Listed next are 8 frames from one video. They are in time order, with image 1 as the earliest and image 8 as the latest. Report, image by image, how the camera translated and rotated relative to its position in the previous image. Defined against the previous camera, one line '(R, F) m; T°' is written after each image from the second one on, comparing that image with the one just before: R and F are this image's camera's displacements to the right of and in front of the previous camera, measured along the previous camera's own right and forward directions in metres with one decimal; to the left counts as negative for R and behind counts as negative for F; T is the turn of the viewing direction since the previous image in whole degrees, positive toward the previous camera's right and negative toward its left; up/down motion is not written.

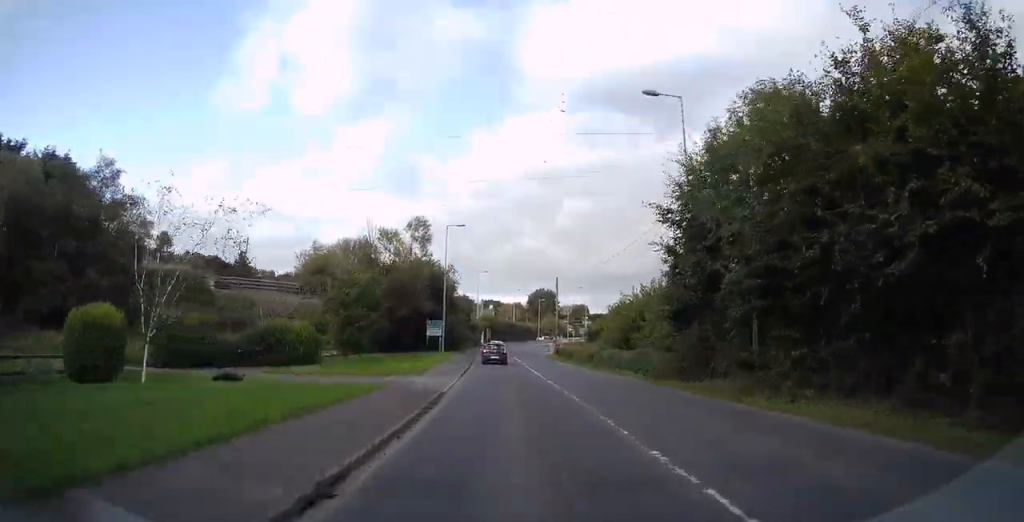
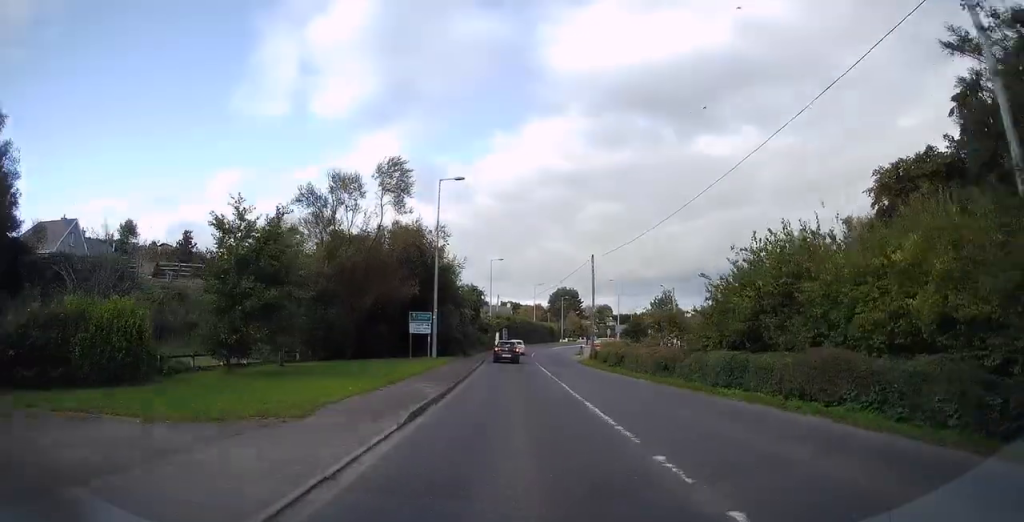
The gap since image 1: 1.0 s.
(-0.8, +16.2) m; -5°
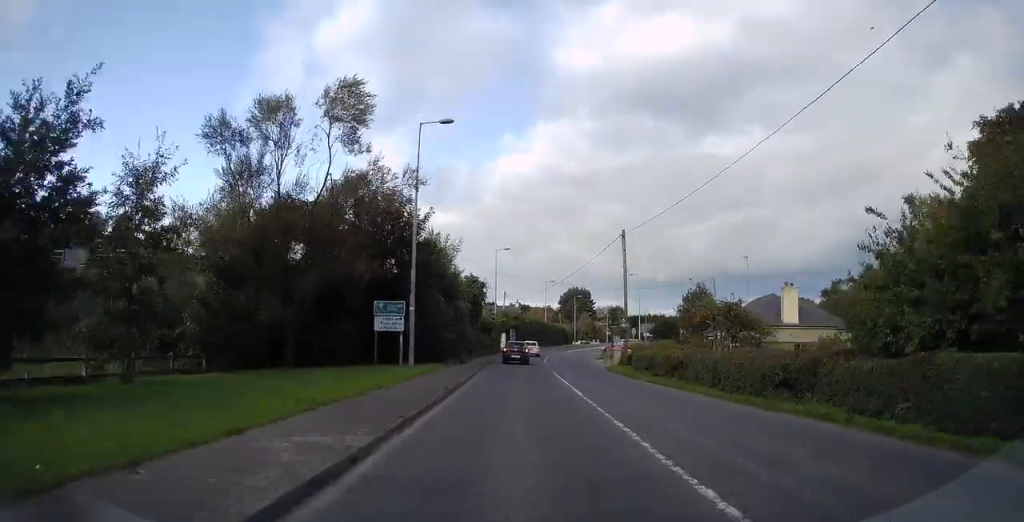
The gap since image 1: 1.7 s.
(-0.3, +11.2) m; -1°
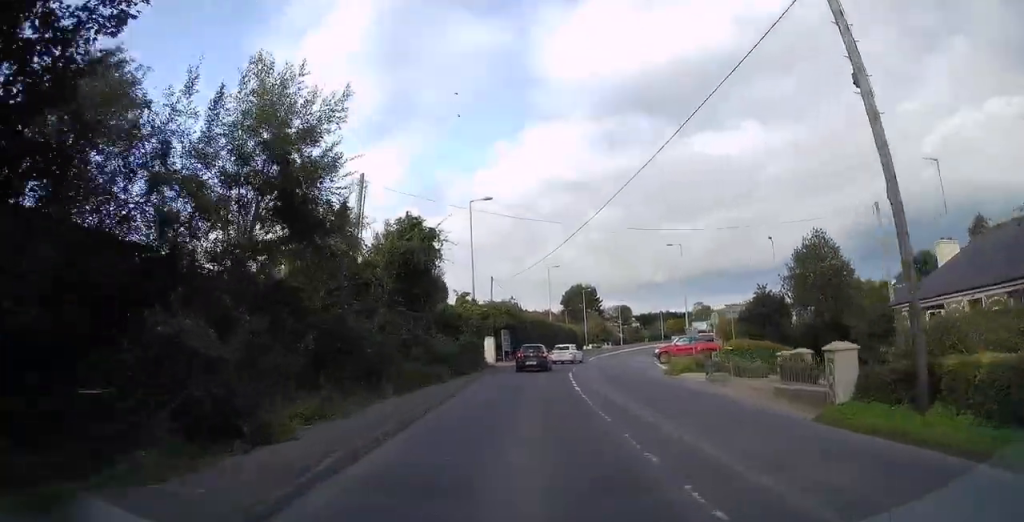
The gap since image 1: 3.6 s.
(-0.5, +28.5) m; -2°
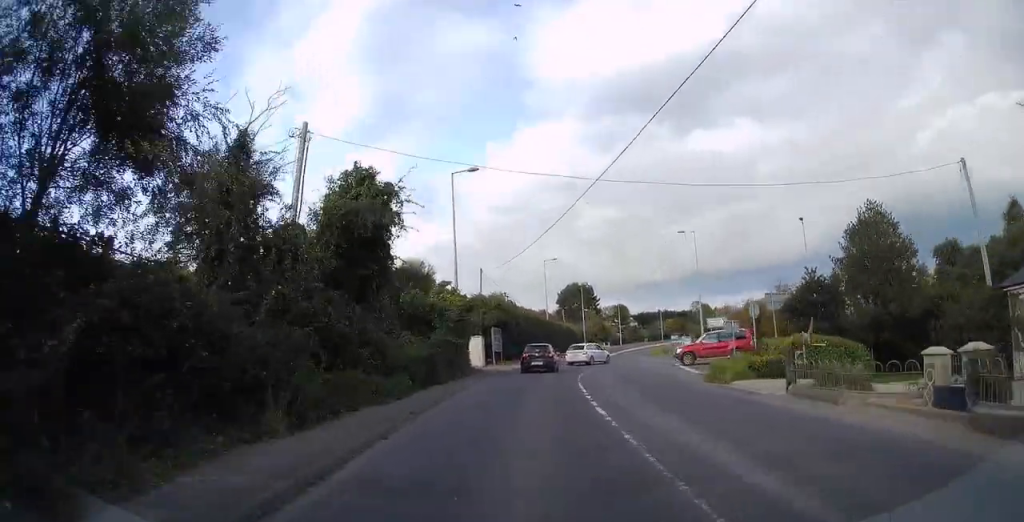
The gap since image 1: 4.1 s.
(-0.1, +7.4) m; 0°
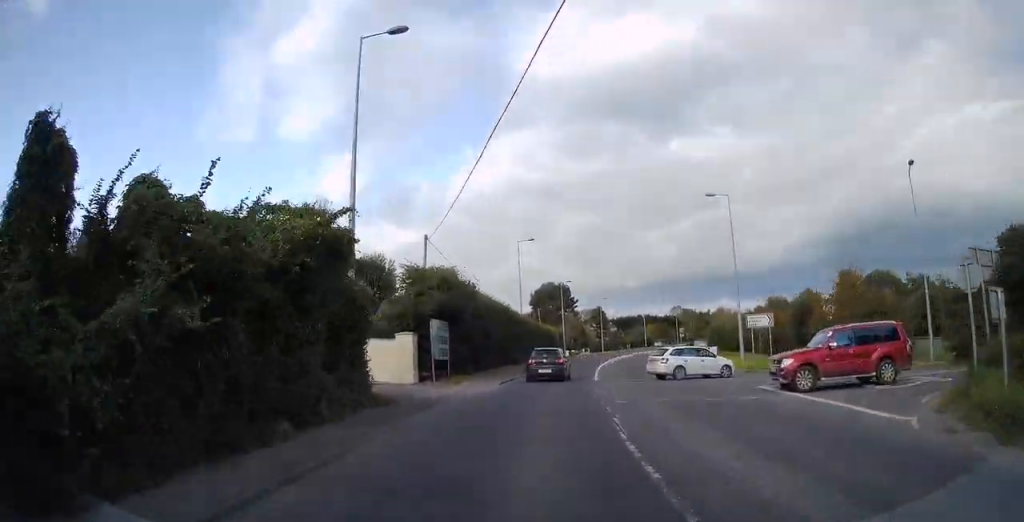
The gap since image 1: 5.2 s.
(+0.3, +16.9) m; +1°
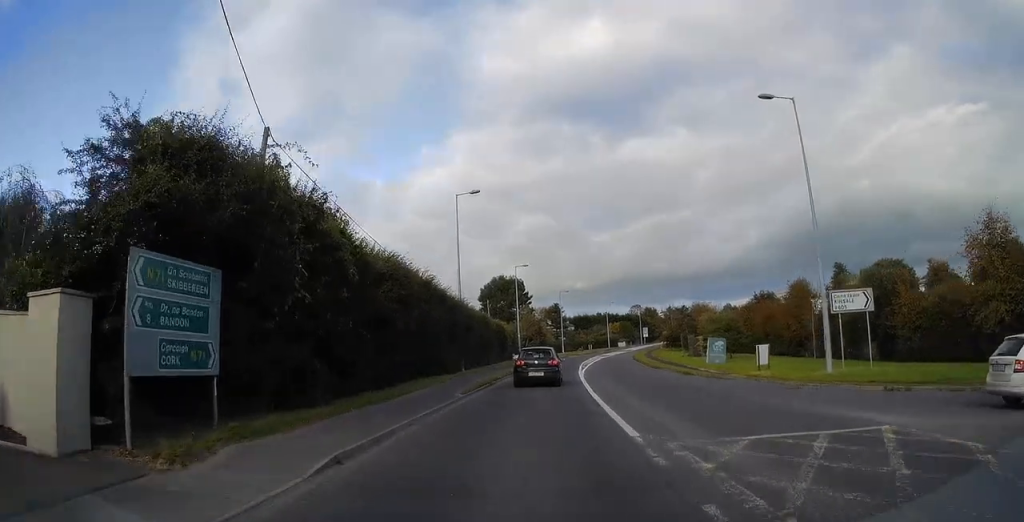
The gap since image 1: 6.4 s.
(0.0, +19.5) m; 0°
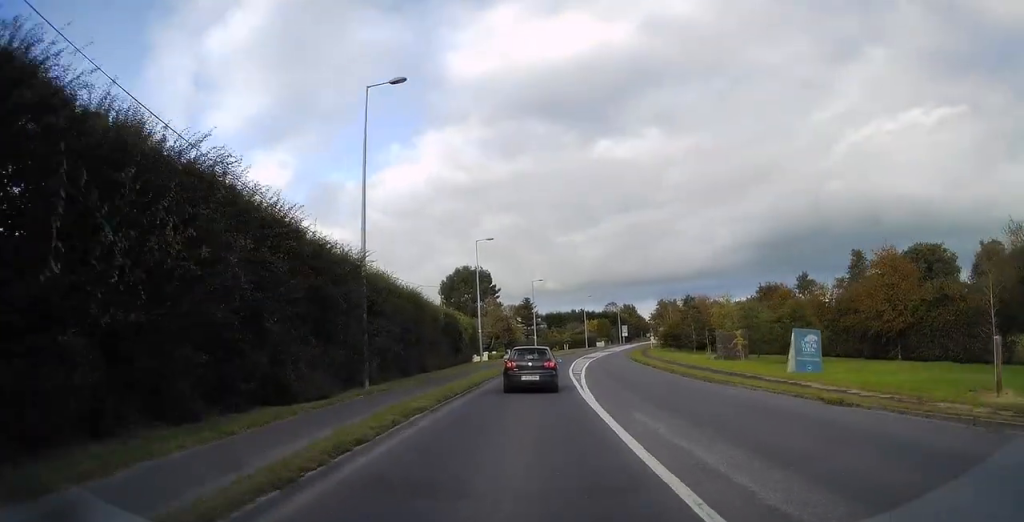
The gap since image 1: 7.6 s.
(+0.3, +18.2) m; +3°
